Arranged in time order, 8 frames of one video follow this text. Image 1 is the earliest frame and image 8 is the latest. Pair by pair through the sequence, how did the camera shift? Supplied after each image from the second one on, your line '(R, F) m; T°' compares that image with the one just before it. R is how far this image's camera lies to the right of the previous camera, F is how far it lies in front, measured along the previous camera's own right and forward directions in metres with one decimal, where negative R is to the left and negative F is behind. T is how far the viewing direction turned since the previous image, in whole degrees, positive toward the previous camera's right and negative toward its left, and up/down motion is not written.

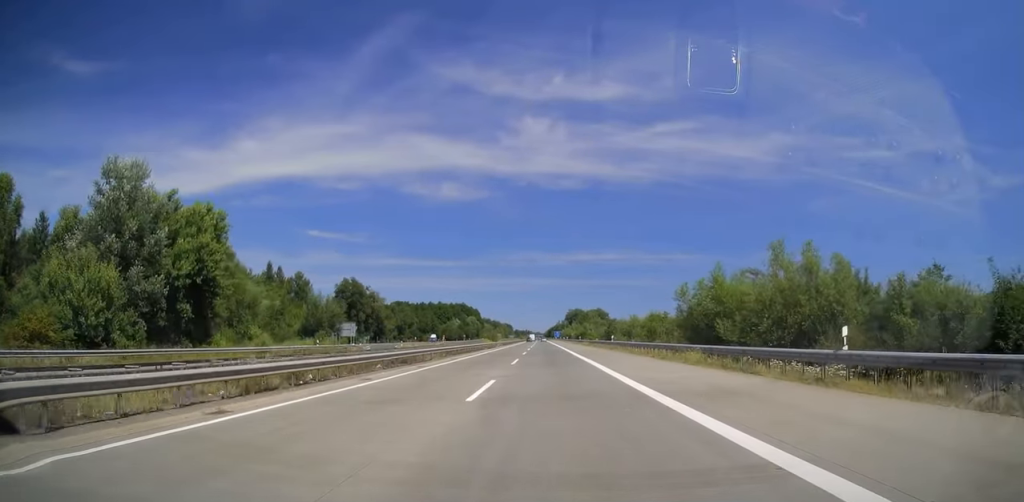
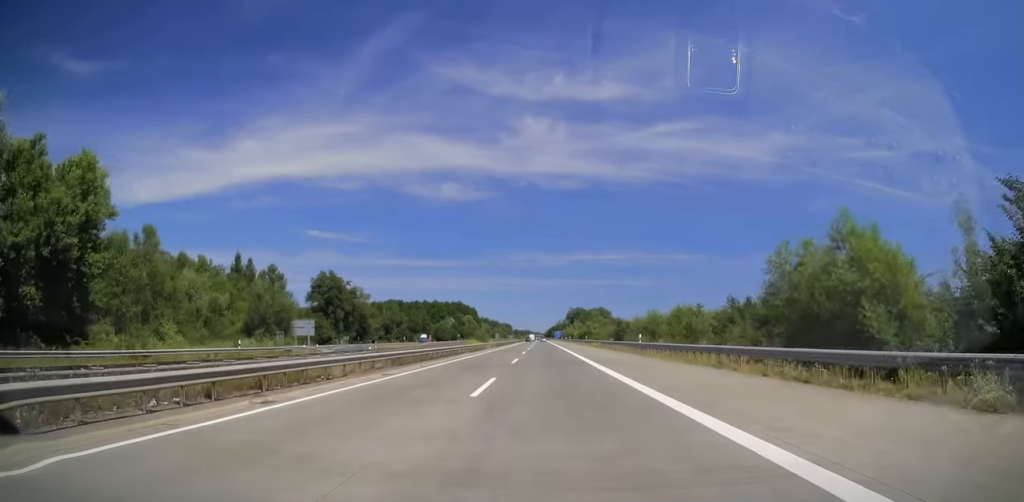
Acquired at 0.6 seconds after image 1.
(0.0, +17.3) m; 0°
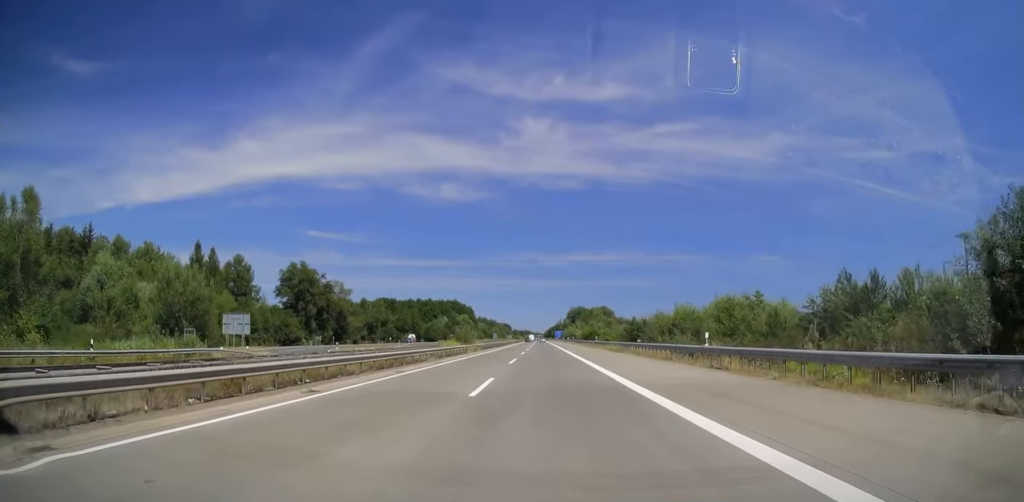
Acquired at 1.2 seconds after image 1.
(0.0, +17.8) m; 0°
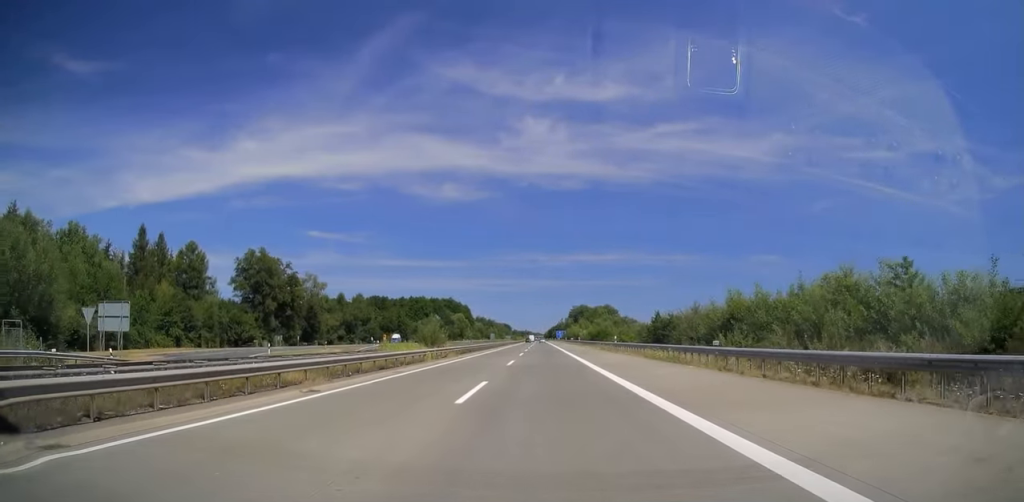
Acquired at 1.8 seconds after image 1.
(0.0, +19.8) m; 0°
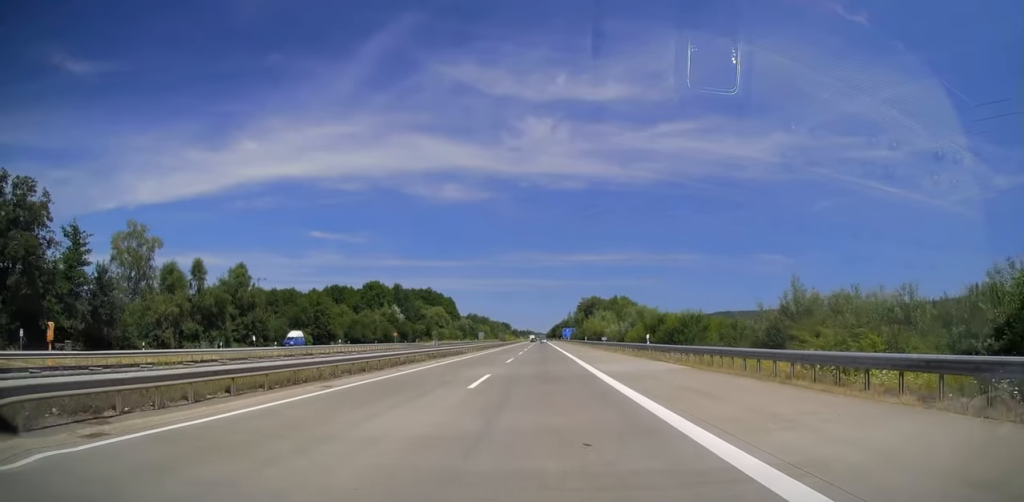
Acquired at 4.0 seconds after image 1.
(+0.4, +68.5) m; 0°
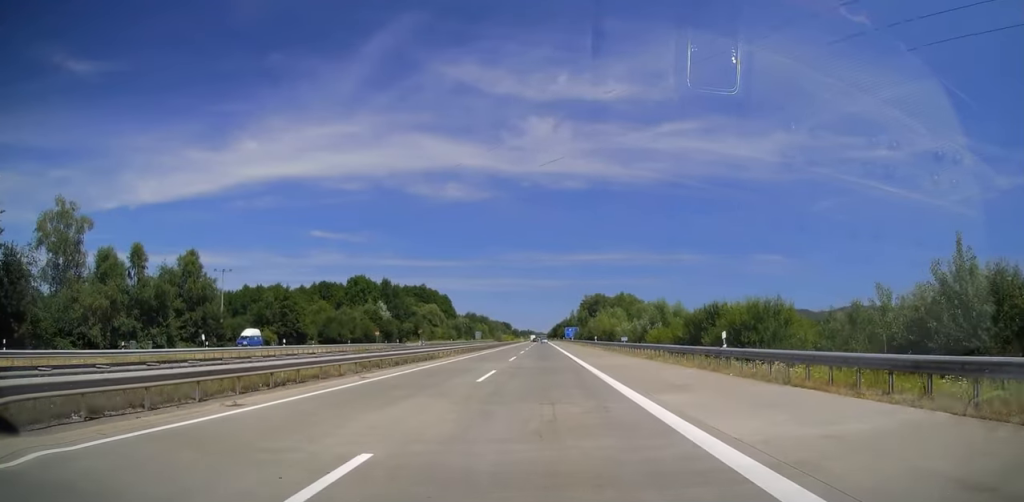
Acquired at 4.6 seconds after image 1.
(-0.1, +15.7) m; 0°
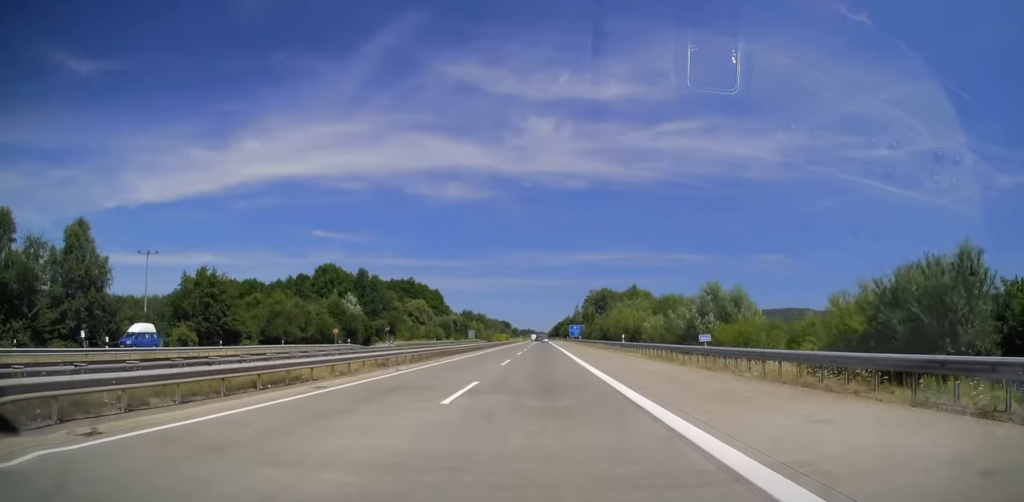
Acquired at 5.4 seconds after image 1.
(0.0, +24.8) m; 0°
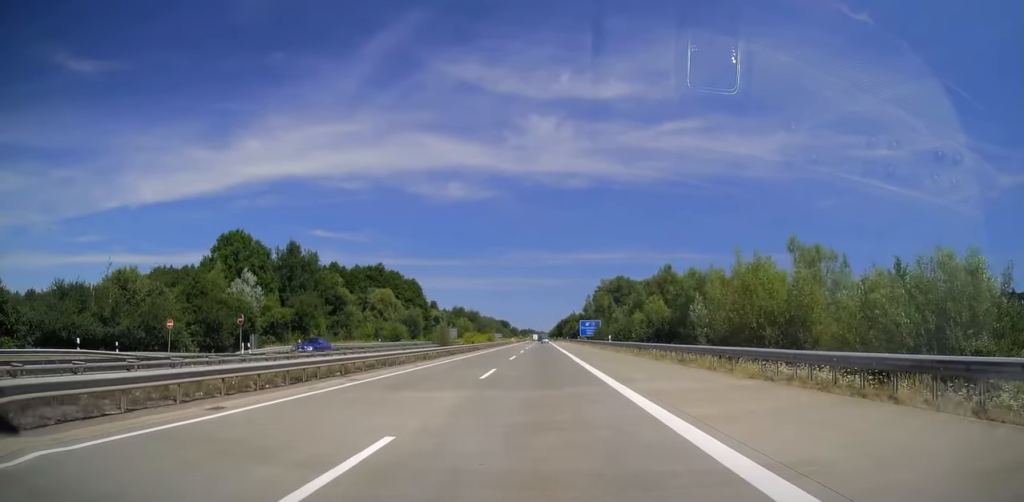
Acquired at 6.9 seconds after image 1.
(+0.3, +45.9) m; +1°
